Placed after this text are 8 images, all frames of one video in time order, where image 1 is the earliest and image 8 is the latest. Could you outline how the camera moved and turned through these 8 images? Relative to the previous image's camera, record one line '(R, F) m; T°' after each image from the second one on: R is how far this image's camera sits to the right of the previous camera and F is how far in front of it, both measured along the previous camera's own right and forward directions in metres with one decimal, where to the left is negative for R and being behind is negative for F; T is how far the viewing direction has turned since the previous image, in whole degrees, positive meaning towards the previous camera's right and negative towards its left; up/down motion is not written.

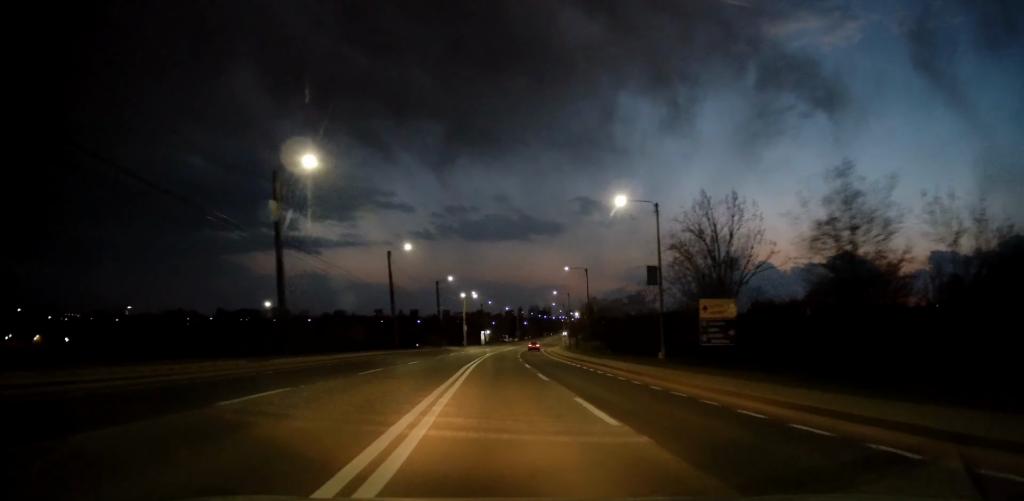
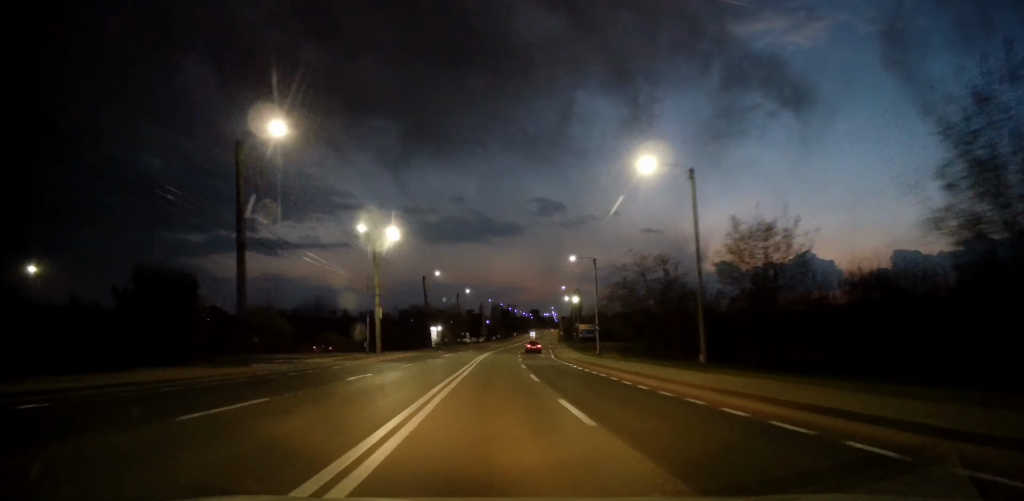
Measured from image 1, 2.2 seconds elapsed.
(+1.7, +57.7) m; +4°
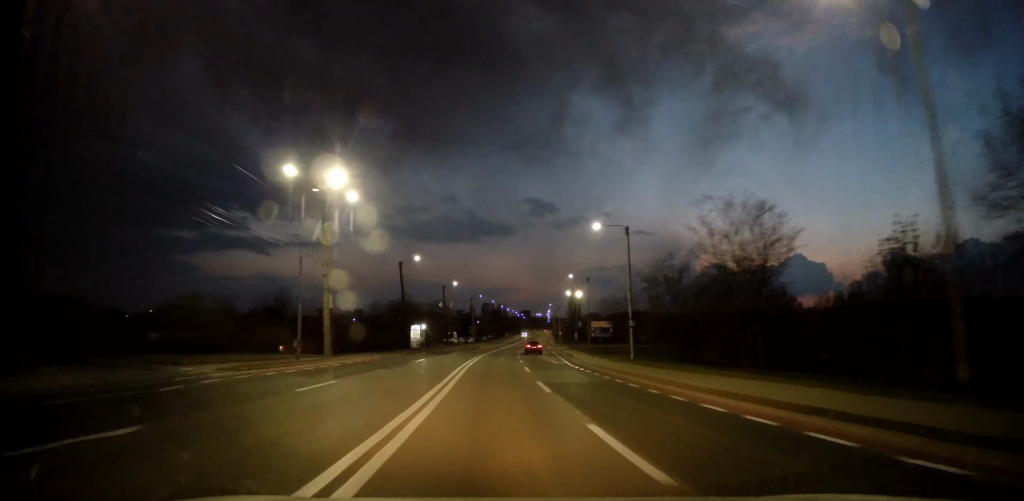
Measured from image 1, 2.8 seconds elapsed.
(0.0, +13.7) m; +1°
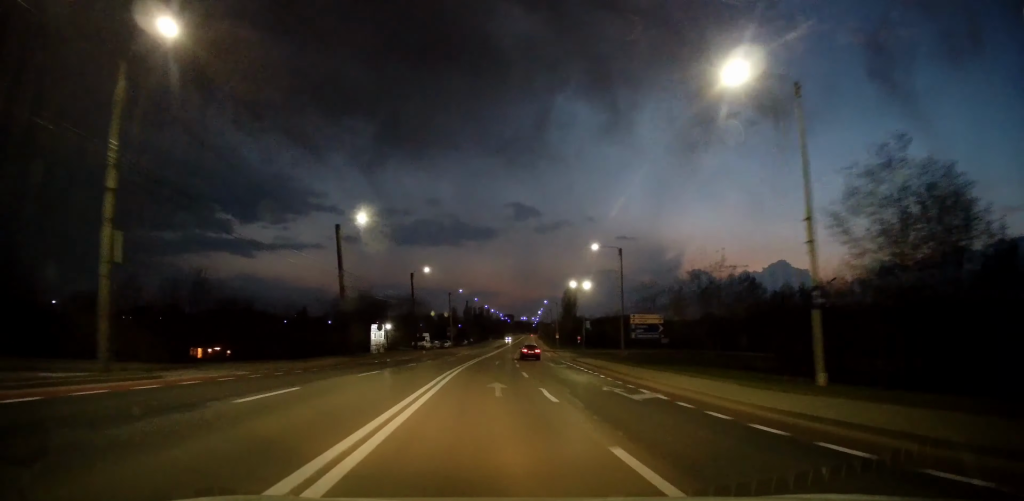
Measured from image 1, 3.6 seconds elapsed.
(+0.5, +21.2) m; +2°
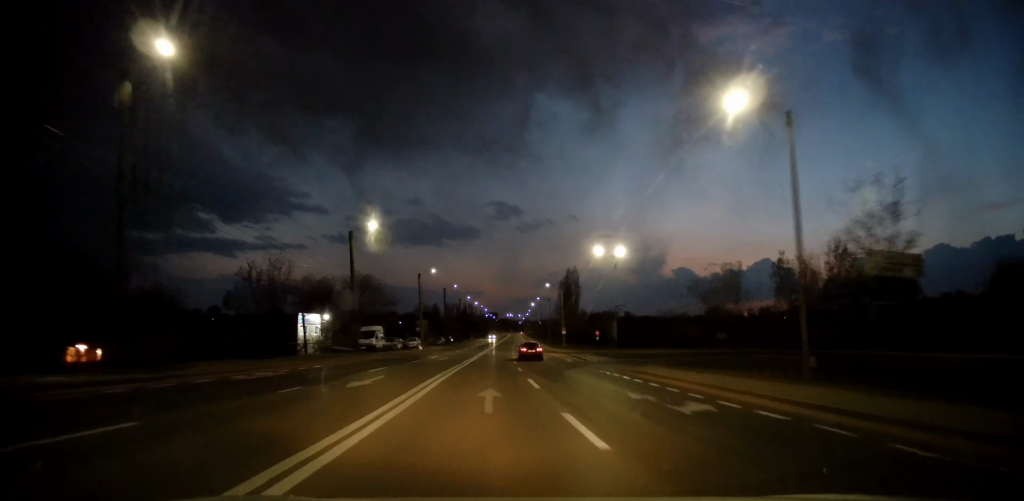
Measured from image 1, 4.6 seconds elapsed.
(+0.5, +25.3) m; +2°
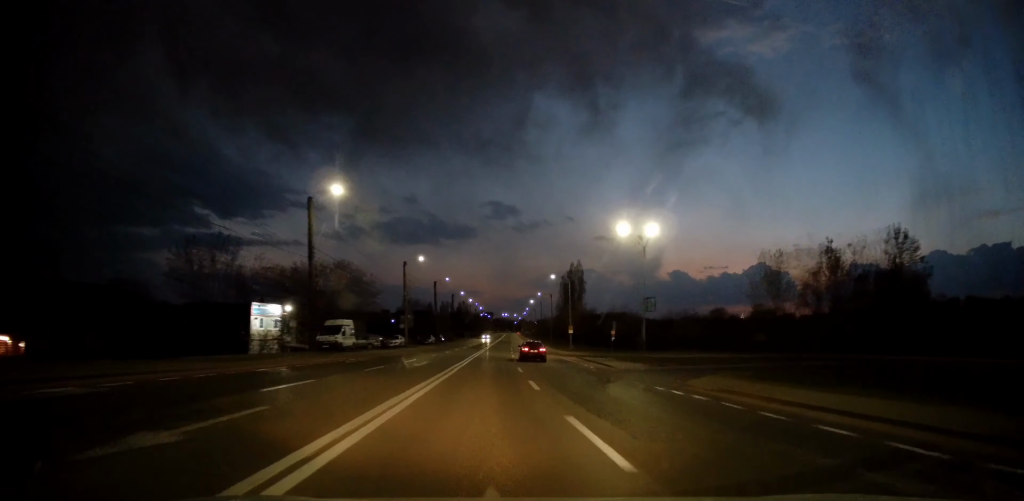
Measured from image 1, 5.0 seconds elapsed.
(0.0, +10.1) m; +1°
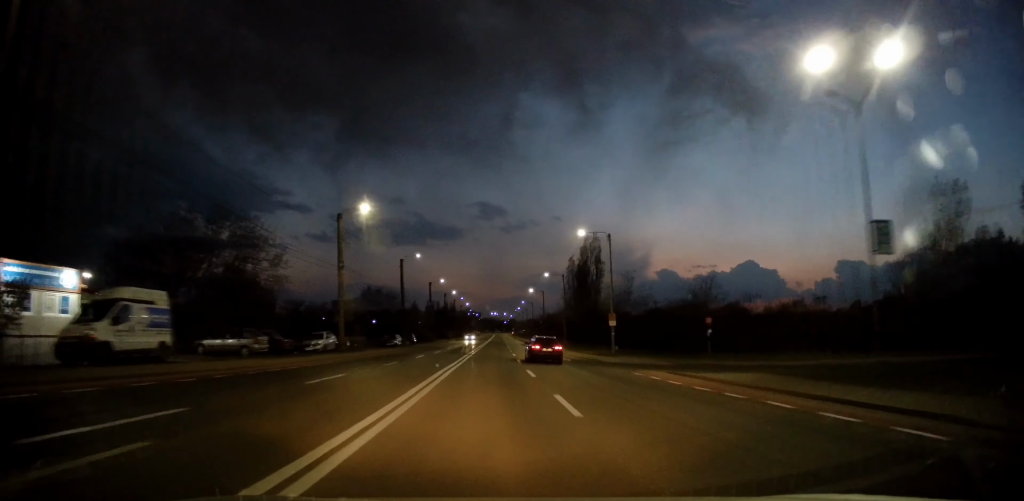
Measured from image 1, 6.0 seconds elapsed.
(+0.1, +25.2) m; +1°
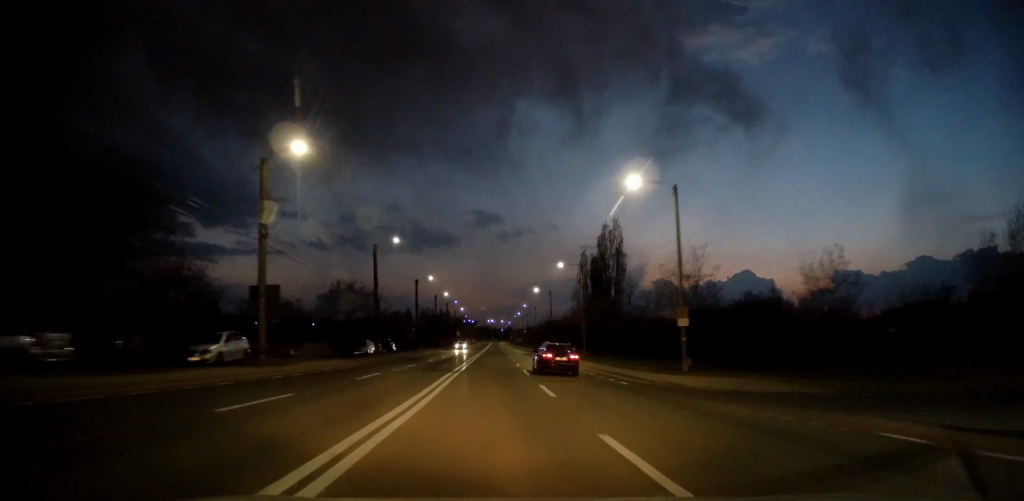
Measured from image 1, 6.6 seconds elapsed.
(+0.3, +14.2) m; +1°
